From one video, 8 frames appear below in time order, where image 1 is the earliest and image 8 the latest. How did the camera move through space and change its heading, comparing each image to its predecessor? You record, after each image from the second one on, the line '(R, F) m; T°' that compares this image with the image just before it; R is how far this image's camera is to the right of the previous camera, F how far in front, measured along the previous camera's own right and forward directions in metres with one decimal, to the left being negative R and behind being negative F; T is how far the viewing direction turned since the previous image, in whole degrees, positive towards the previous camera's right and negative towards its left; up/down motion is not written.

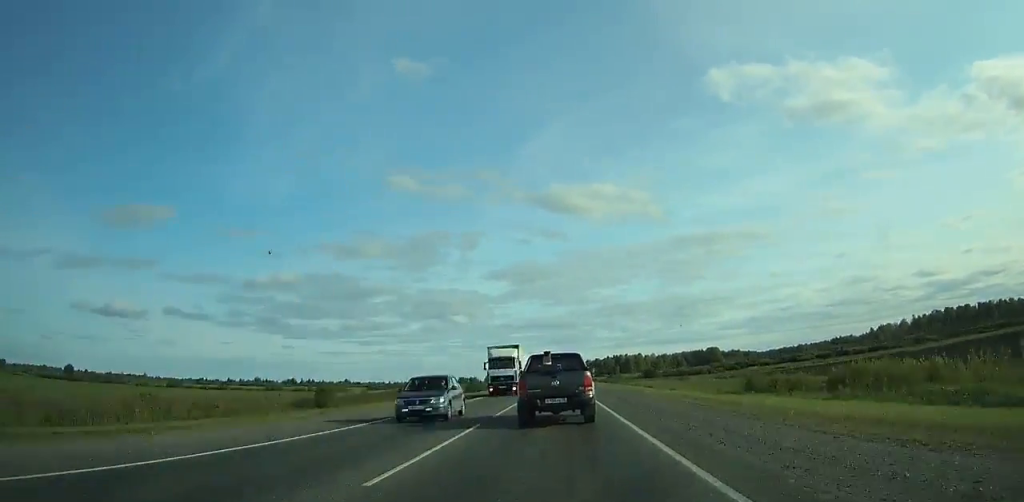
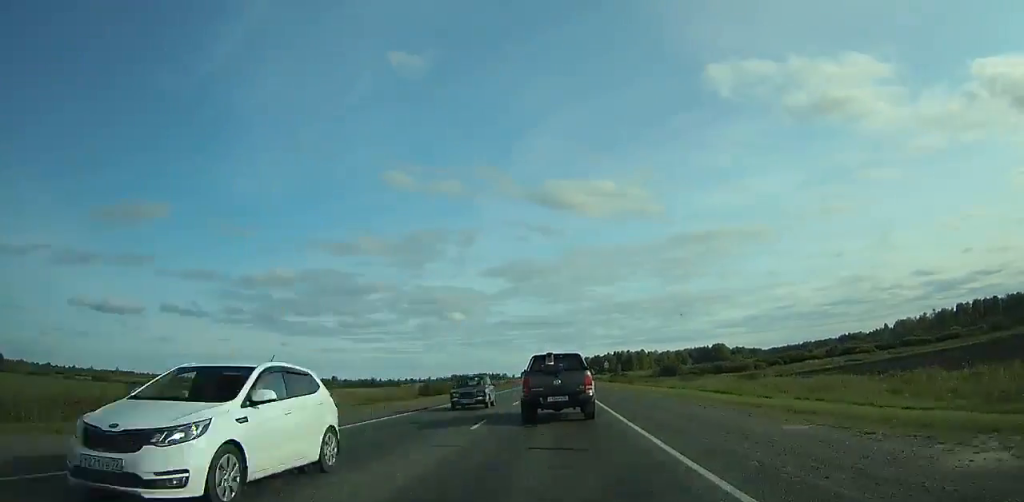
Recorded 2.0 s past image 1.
(-0.2, +42.5) m; 0°
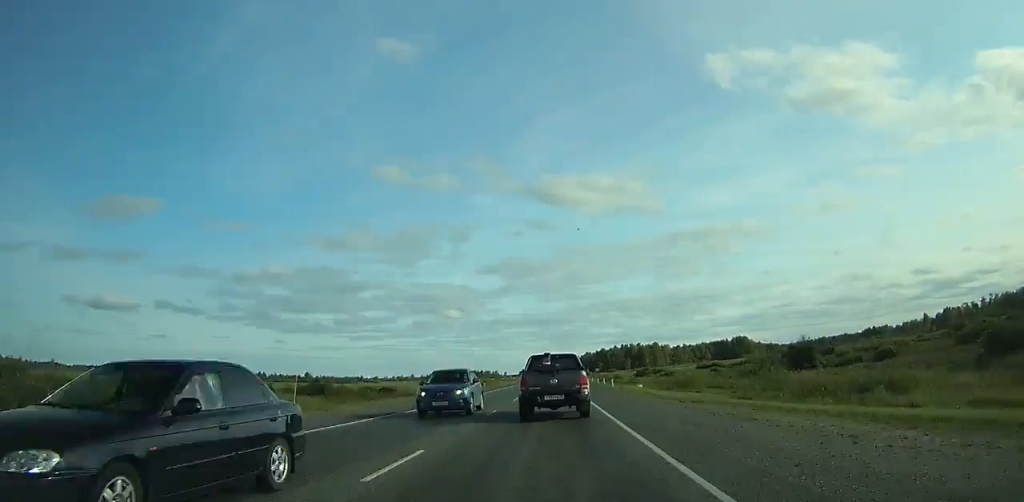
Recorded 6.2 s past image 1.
(+0.1, +89.9) m; 0°
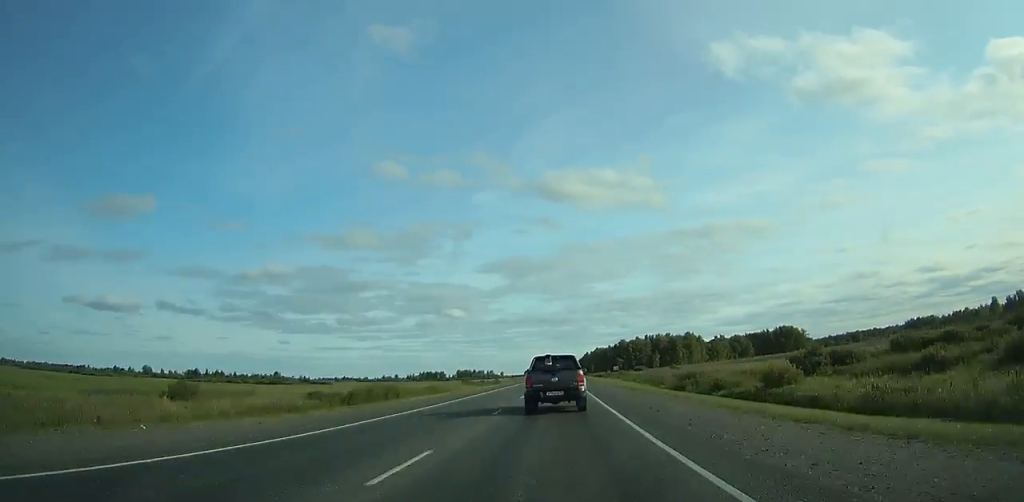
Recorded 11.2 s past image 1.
(-0.1, +109.5) m; 0°
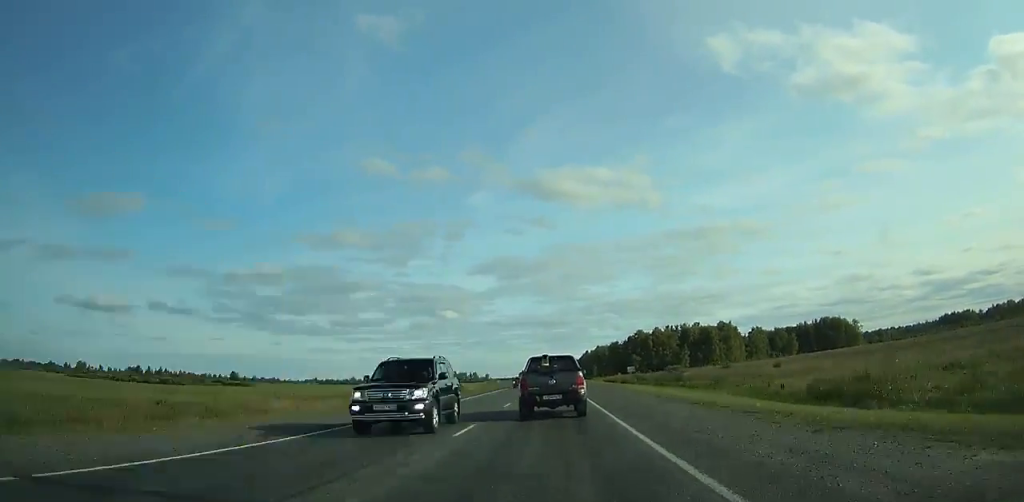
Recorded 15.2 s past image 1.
(0.0, +89.8) m; 0°
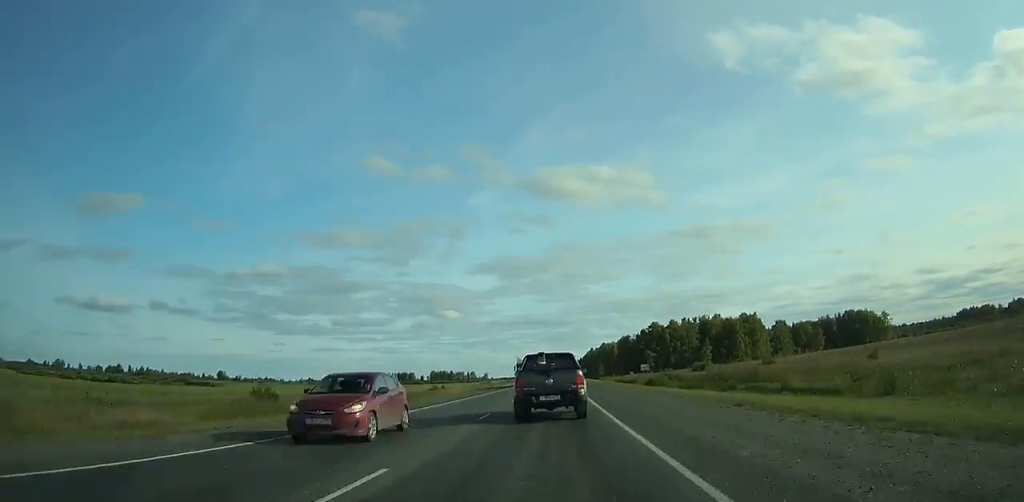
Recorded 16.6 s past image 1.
(+0.1, +31.9) m; 0°
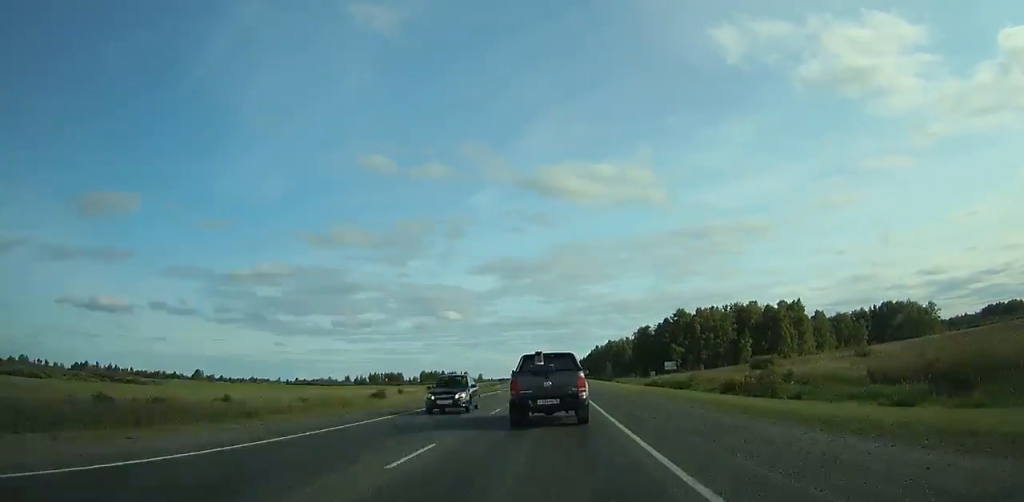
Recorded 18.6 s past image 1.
(0.0, +45.6) m; 0°
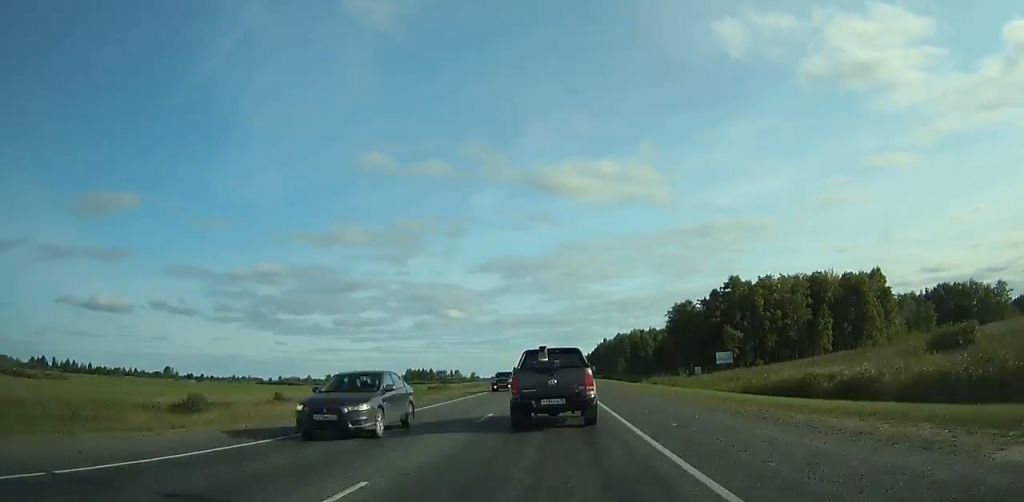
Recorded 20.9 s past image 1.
(-0.3, +52.4) m; 0°
